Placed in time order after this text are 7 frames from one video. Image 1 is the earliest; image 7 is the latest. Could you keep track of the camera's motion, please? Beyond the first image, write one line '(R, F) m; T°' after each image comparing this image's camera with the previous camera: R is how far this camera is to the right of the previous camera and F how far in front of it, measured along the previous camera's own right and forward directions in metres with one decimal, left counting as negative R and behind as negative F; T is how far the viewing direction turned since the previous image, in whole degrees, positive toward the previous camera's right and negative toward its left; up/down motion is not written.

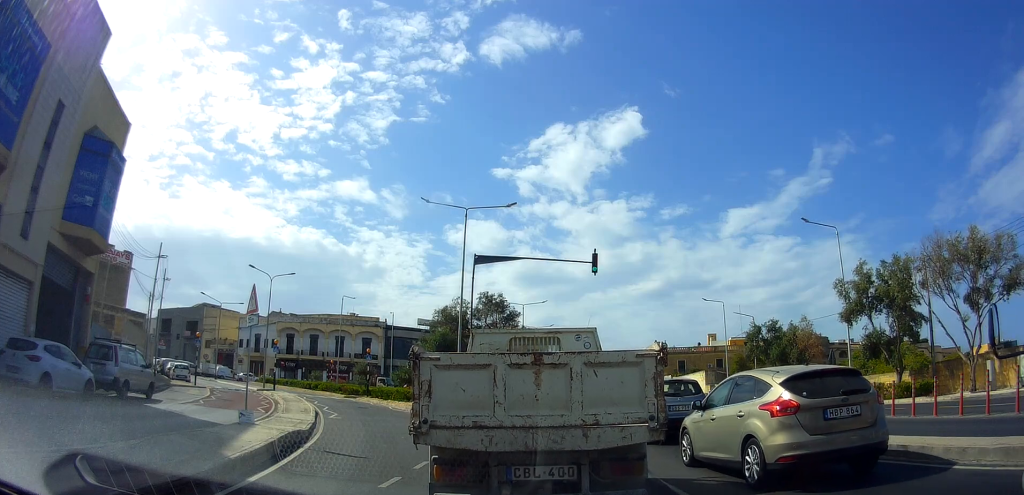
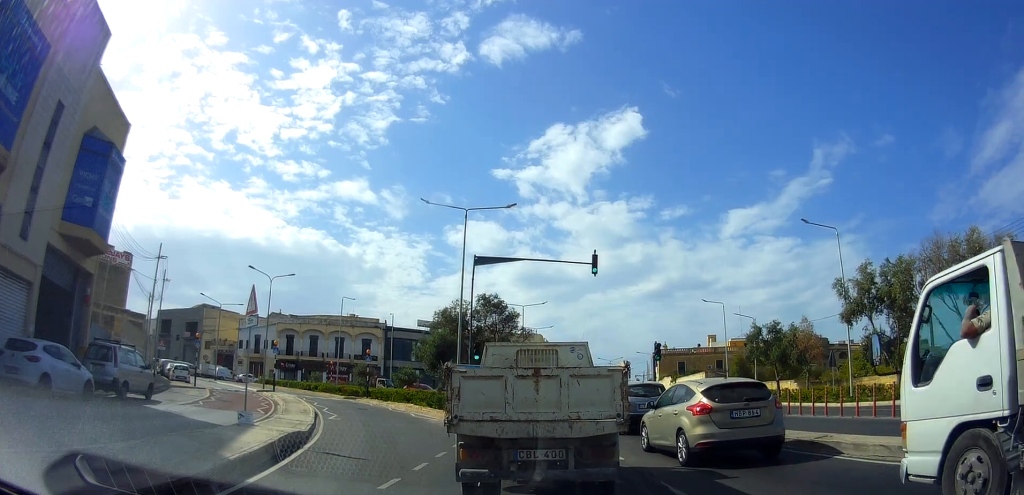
(0.0, 0.0) m; 0°
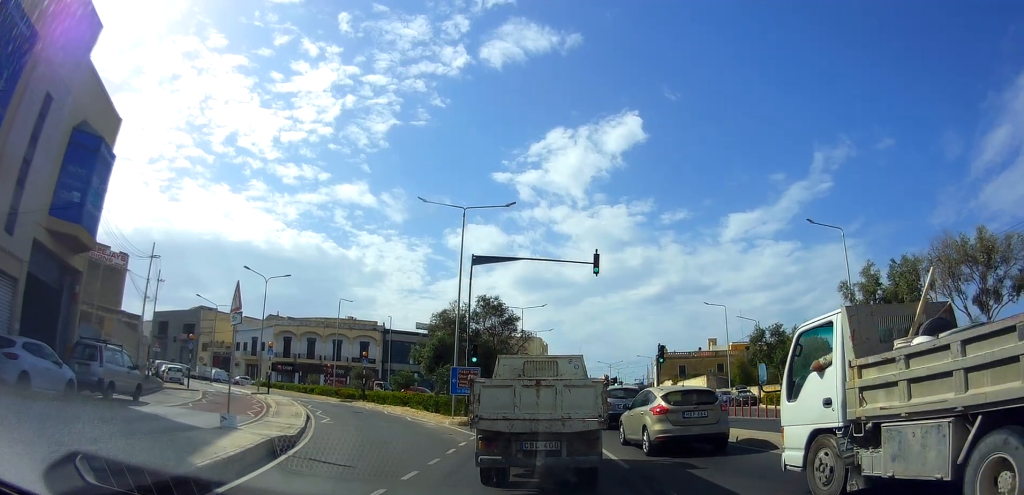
(0.0, 0.0) m; 0°
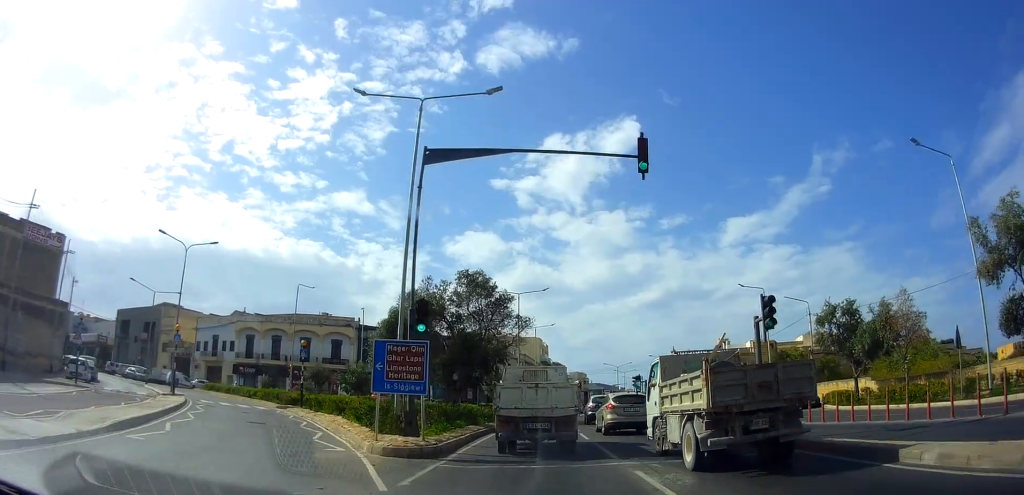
(-0.2, +7.9) m; +5°
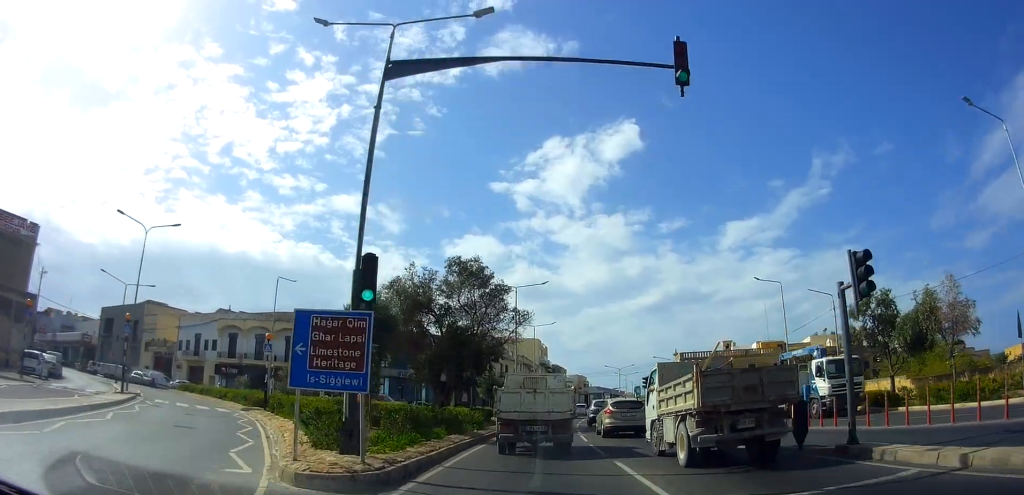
(+0.3, +4.2) m; +7°
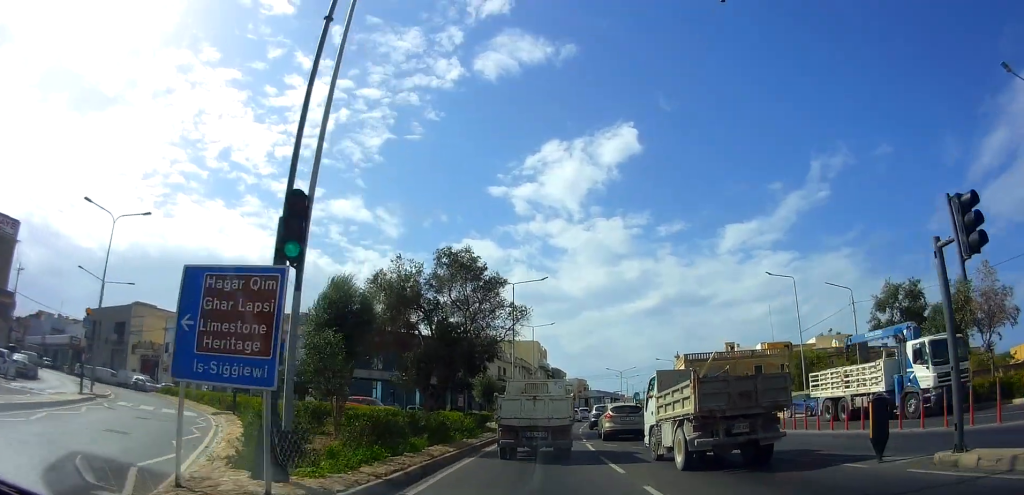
(+0.1, +2.8) m; +5°
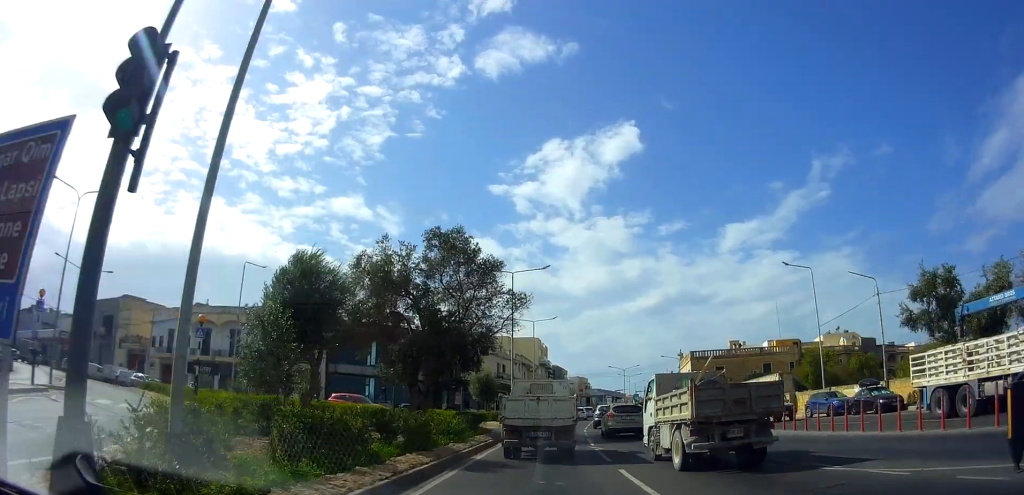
(+0.2, +3.1) m; -2°
